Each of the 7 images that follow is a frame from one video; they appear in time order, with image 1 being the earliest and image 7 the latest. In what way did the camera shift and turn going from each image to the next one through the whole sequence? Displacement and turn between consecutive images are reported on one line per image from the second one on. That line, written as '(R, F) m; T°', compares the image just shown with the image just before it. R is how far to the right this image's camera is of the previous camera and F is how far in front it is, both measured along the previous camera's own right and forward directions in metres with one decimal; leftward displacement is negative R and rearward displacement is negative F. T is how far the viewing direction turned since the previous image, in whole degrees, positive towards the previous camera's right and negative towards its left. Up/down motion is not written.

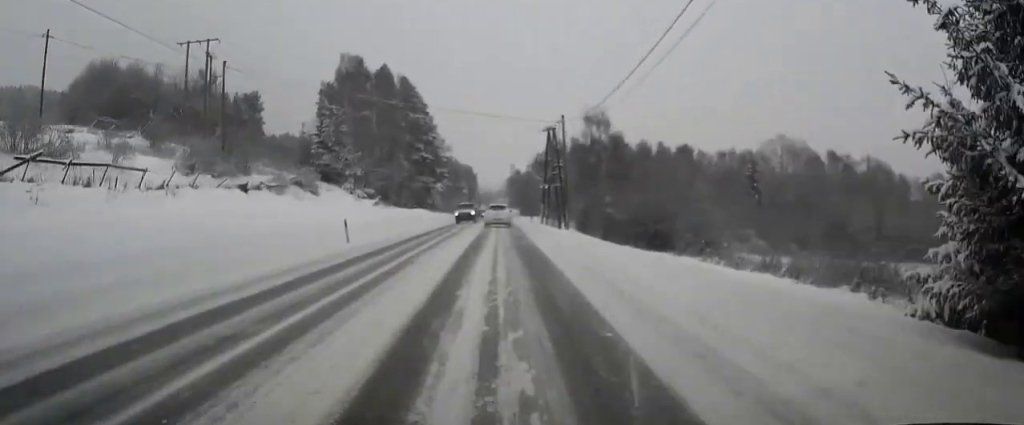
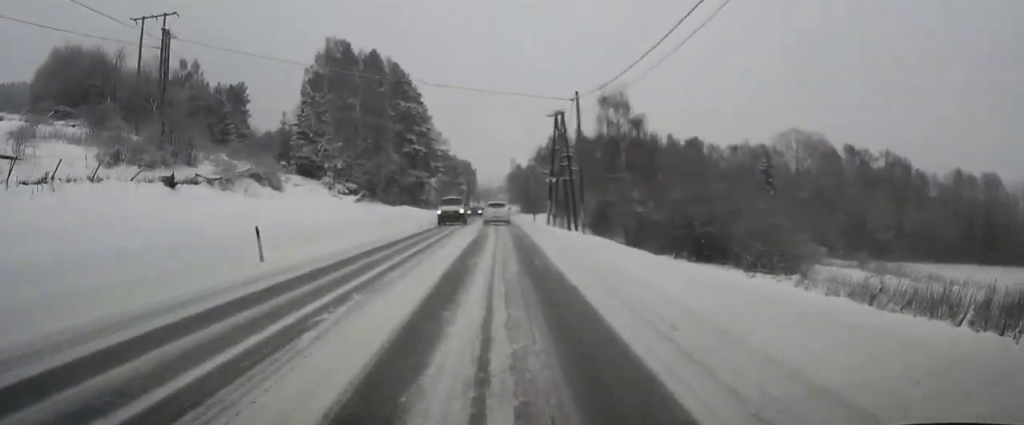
(0.0, +8.1) m; 0°
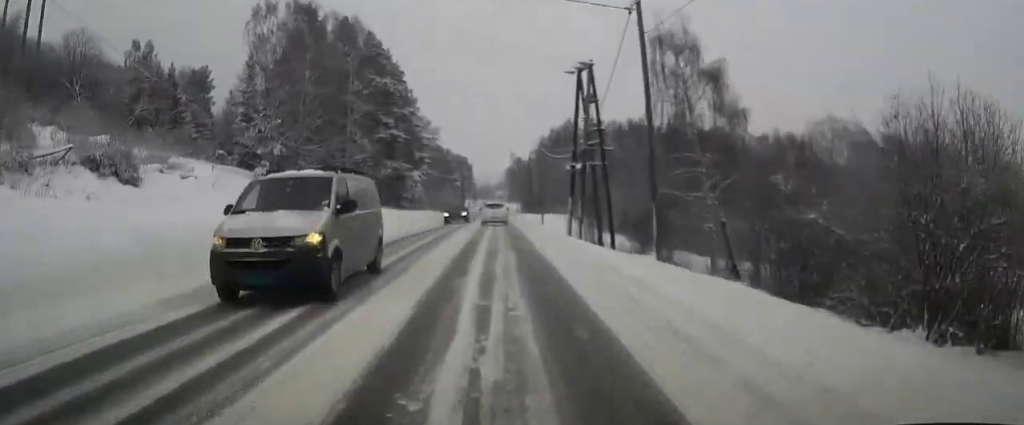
(0.0, +16.4) m; 0°
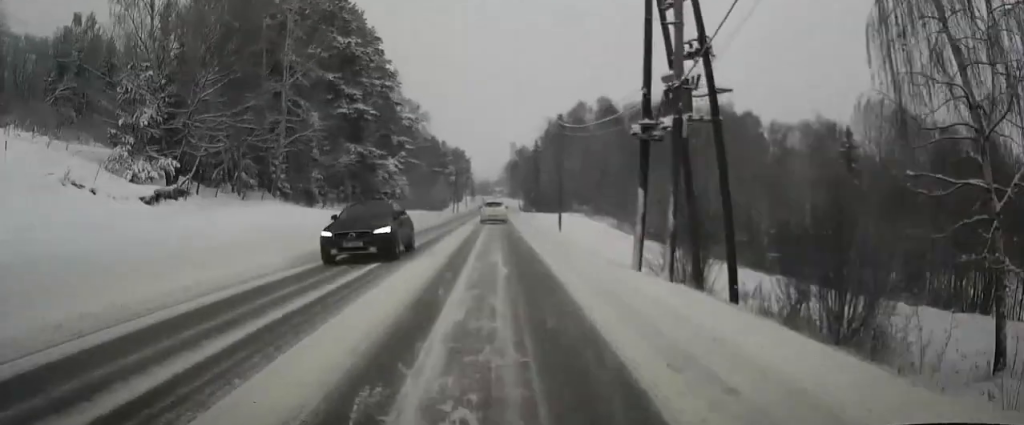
(0.0, +17.2) m; 0°
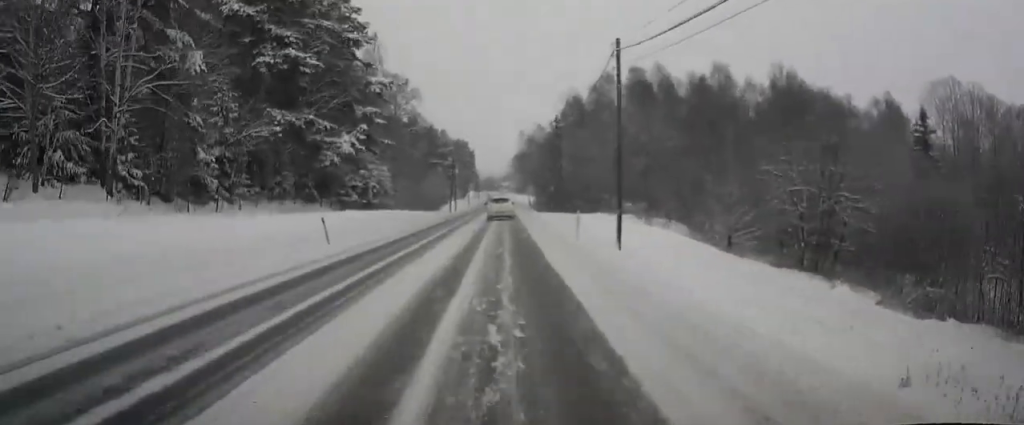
(-0.1, +19.0) m; 0°
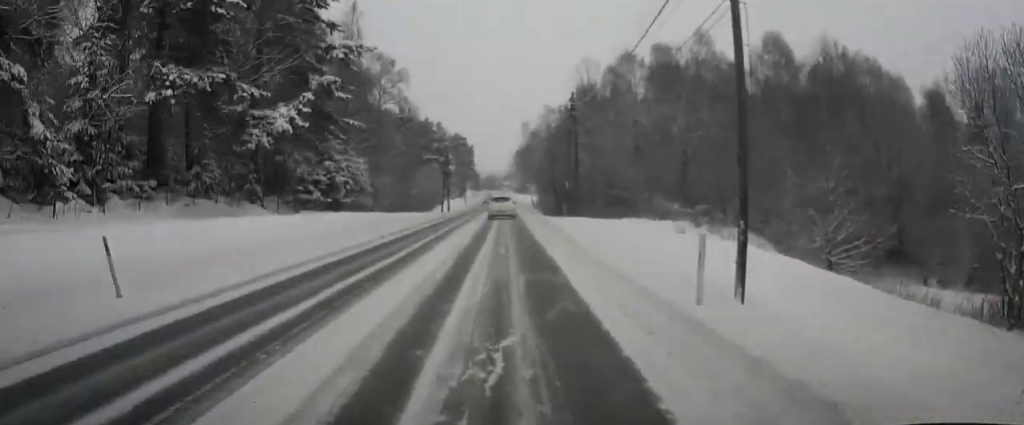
(-0.1, +11.8) m; 0°
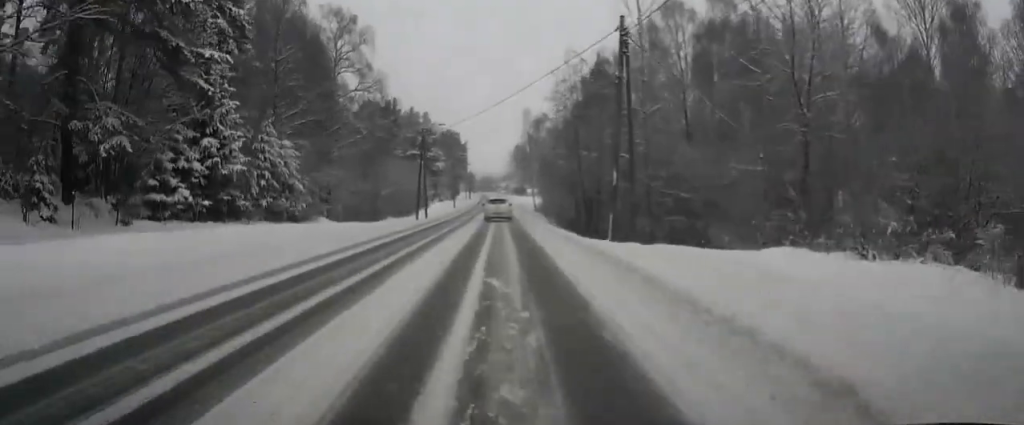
(+0.2, +19.2) m; 0°
